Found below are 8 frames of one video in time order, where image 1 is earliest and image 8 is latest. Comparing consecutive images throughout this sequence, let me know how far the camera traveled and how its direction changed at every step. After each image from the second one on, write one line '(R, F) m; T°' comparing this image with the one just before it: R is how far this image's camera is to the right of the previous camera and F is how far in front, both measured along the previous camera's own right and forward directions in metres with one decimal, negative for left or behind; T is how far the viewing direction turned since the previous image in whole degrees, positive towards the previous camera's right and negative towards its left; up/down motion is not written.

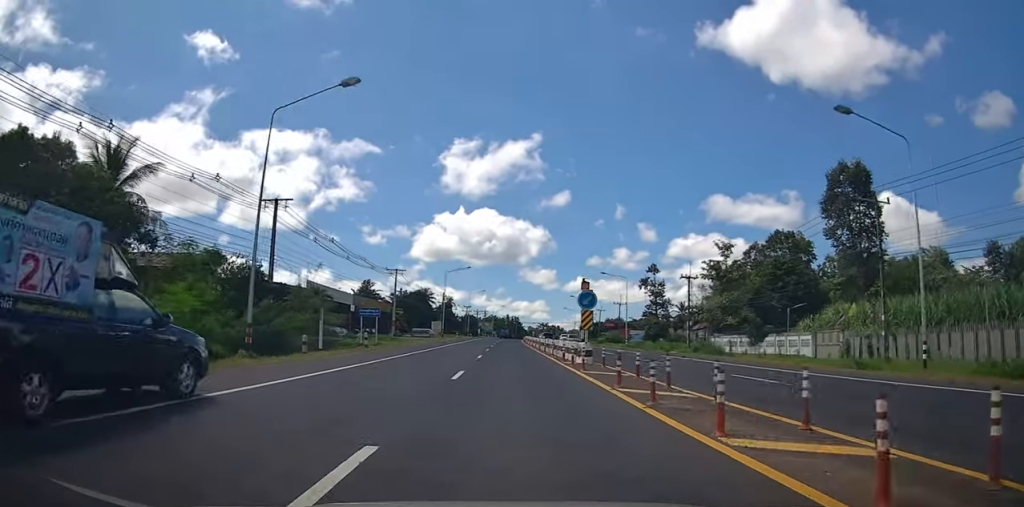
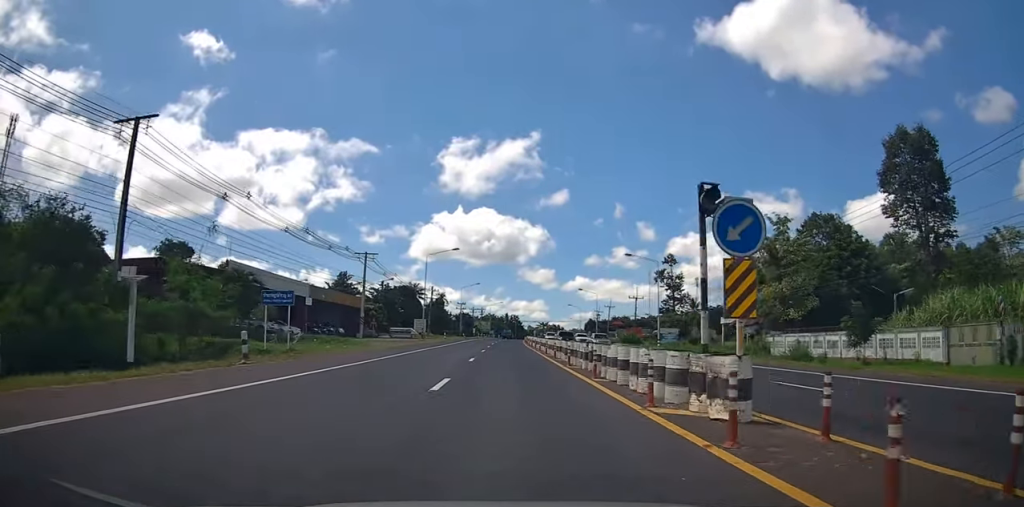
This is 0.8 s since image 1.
(+0.4, +15.5) m; 0°
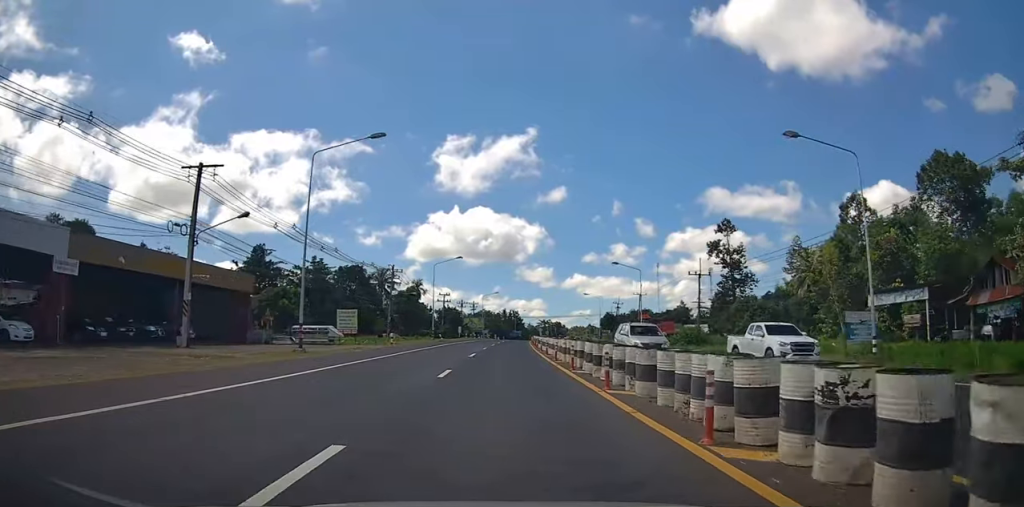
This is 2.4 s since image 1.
(-0.2, +33.2) m; 0°
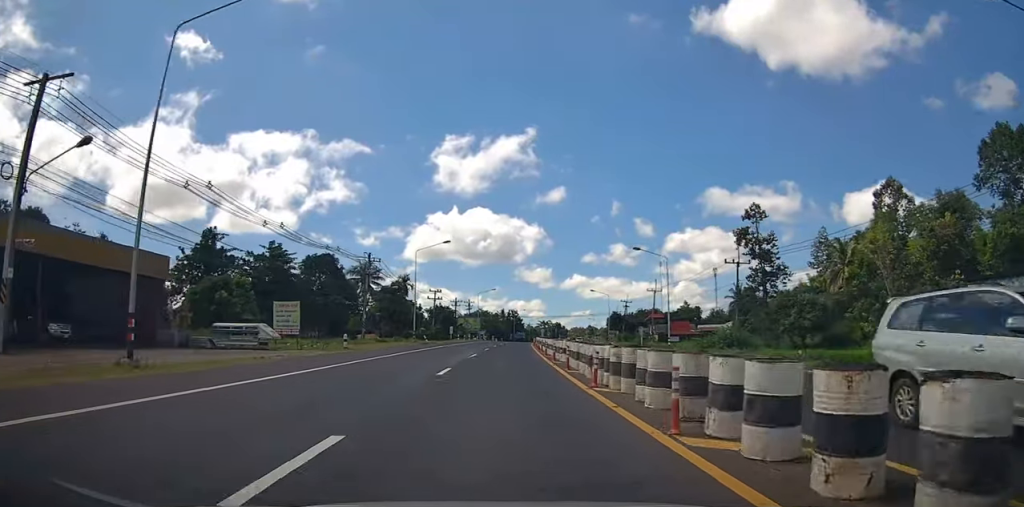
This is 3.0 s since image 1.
(+0.1, +11.4) m; 0°
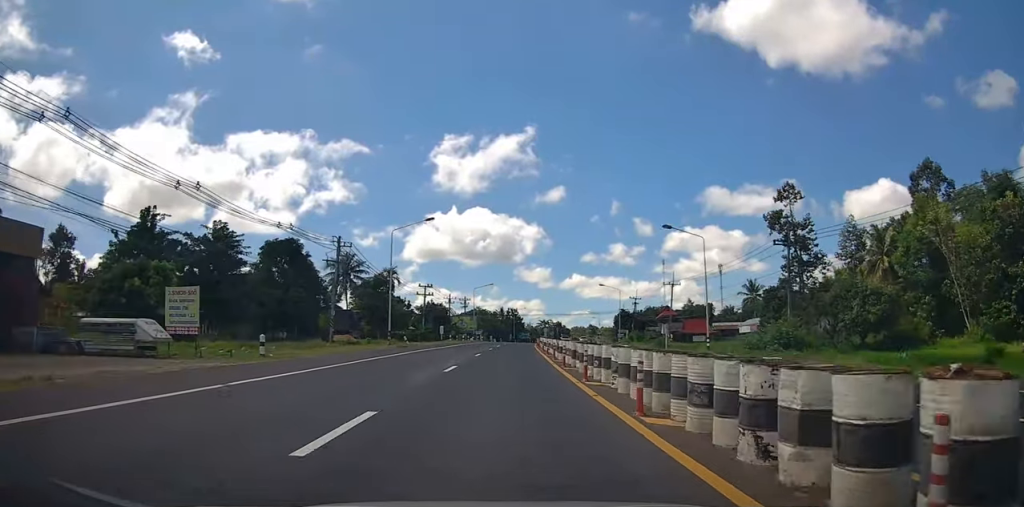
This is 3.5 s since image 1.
(-0.3, +10.3) m; 0°
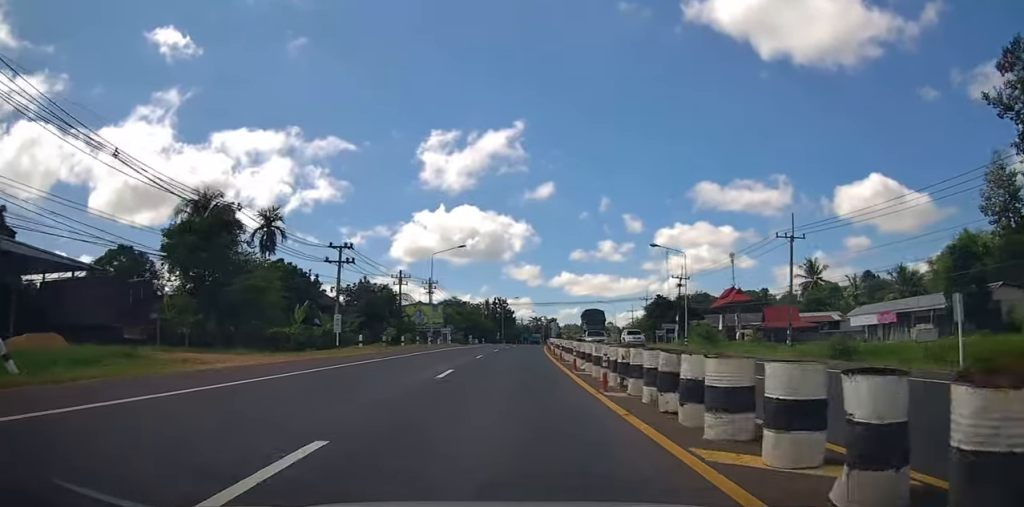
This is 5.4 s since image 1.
(+0.2, +38.6) m; +1°
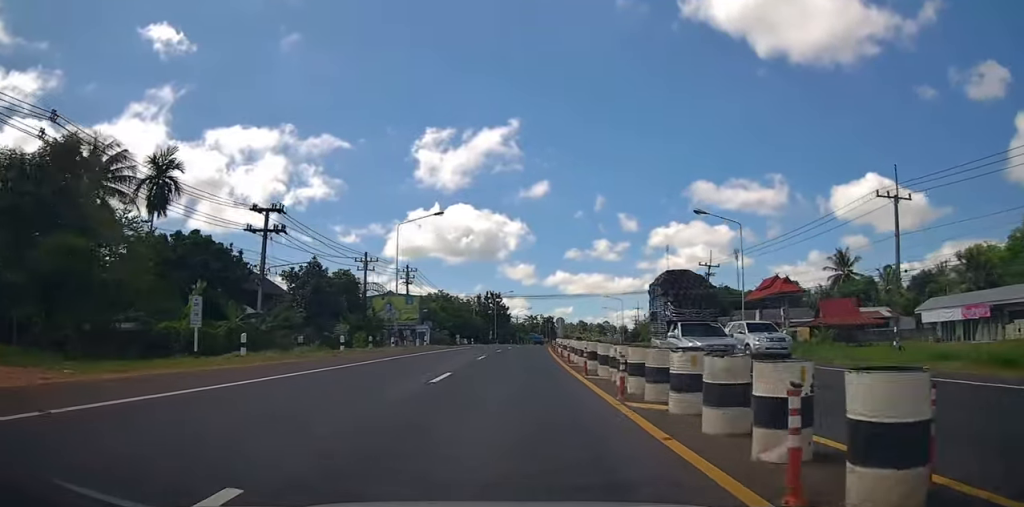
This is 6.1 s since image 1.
(+0.2, +14.1) m; +1°
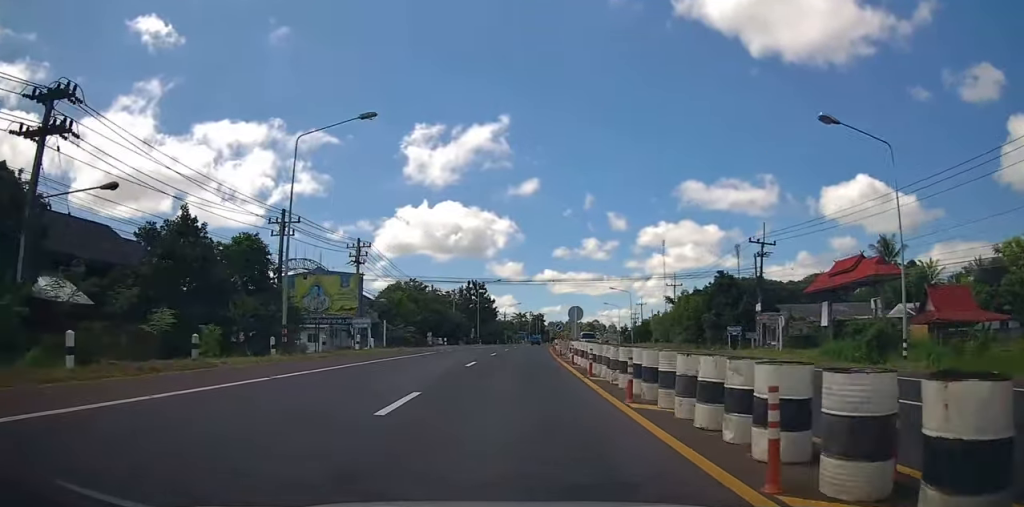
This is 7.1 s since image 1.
(+0.3, +17.8) m; +1°
